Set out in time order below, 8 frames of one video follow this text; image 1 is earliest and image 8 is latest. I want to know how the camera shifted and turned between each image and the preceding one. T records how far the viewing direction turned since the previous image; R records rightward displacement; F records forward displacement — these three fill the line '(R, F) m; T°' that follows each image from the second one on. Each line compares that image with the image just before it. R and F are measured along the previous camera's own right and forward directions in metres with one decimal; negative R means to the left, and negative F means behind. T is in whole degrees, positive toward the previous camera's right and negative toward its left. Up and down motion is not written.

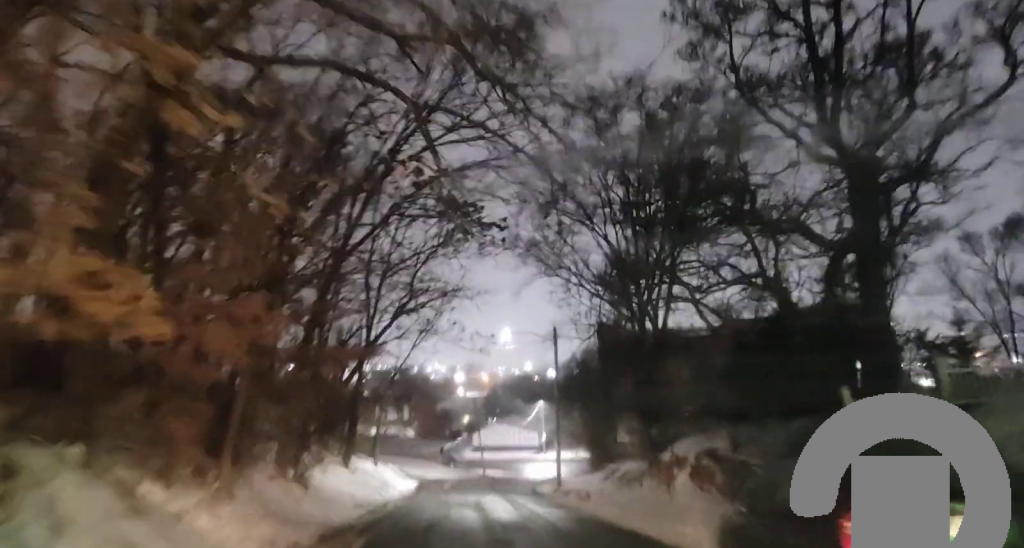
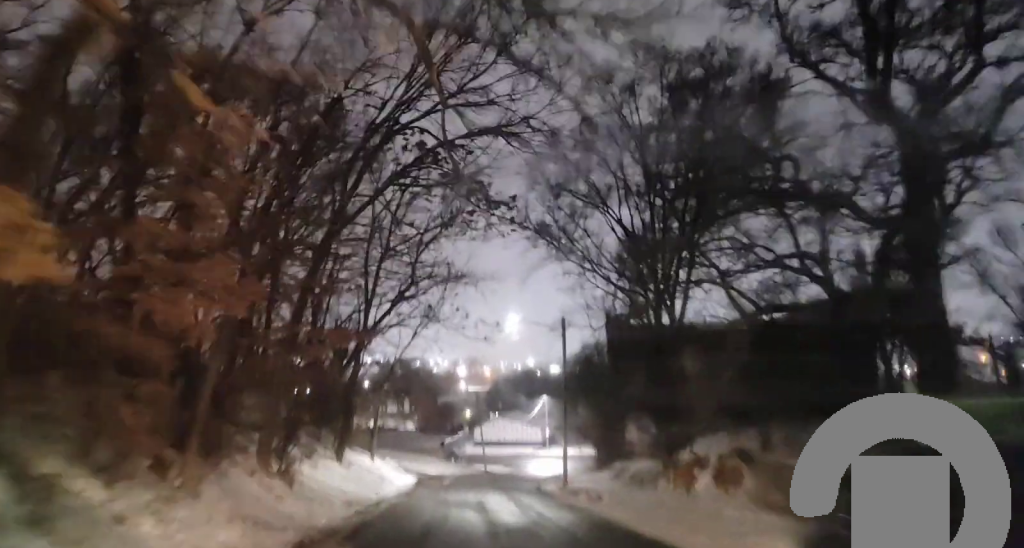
(0.0, +2.6) m; +1°
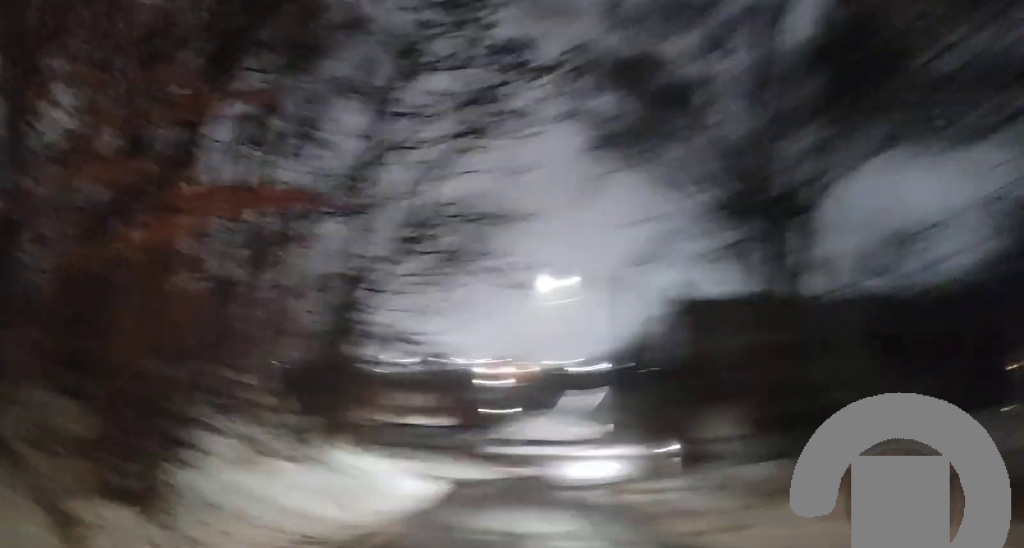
(+0.7, +11.5) m; +8°
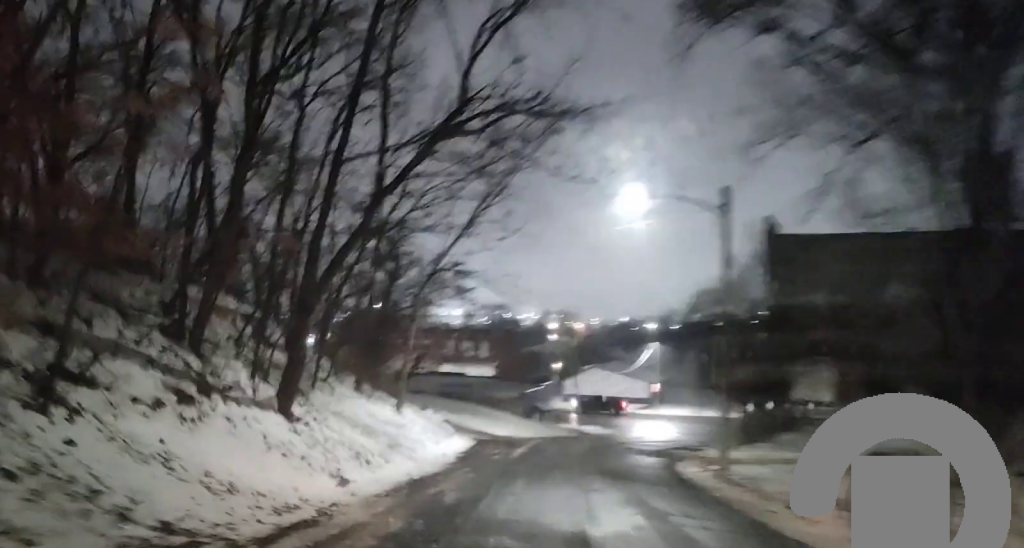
(+0.1, +5.9) m; -4°
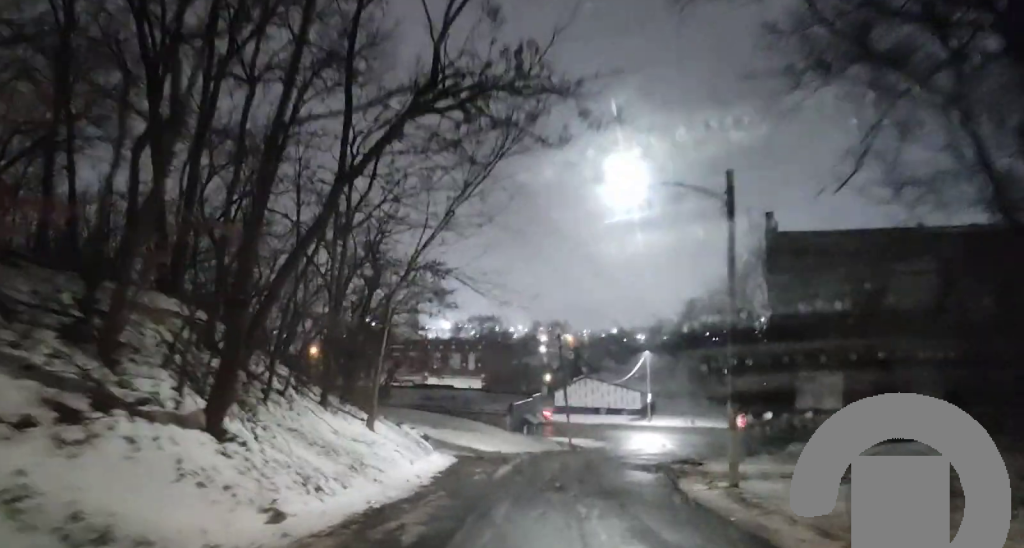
(-0.3, +3.1) m; -4°
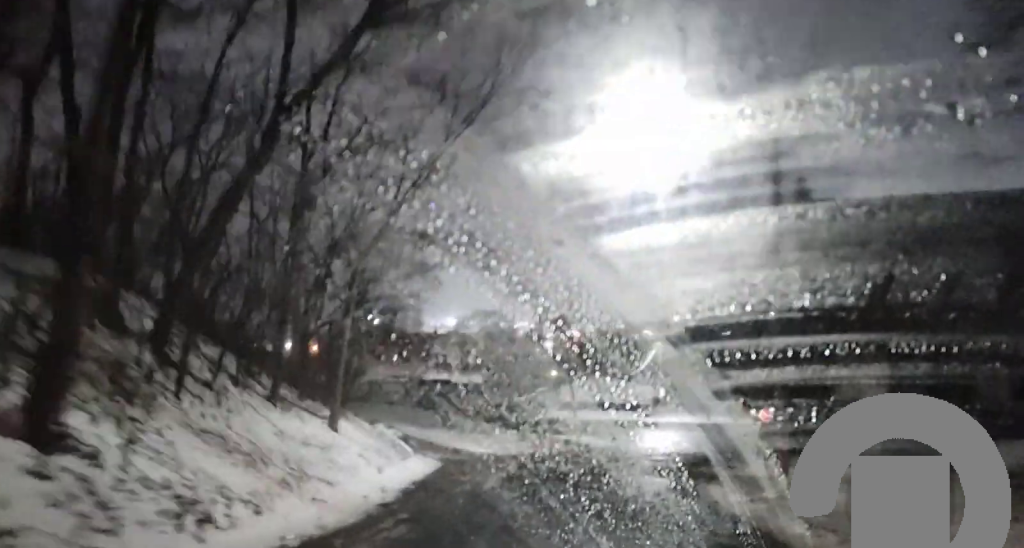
(-0.1, +4.4) m; 0°
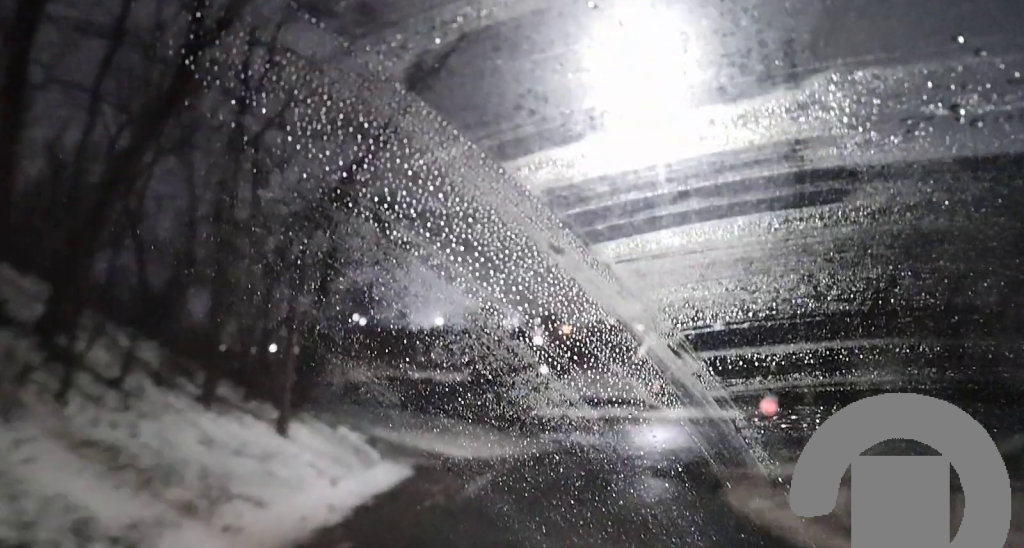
(0.0, +3.1) m; +1°
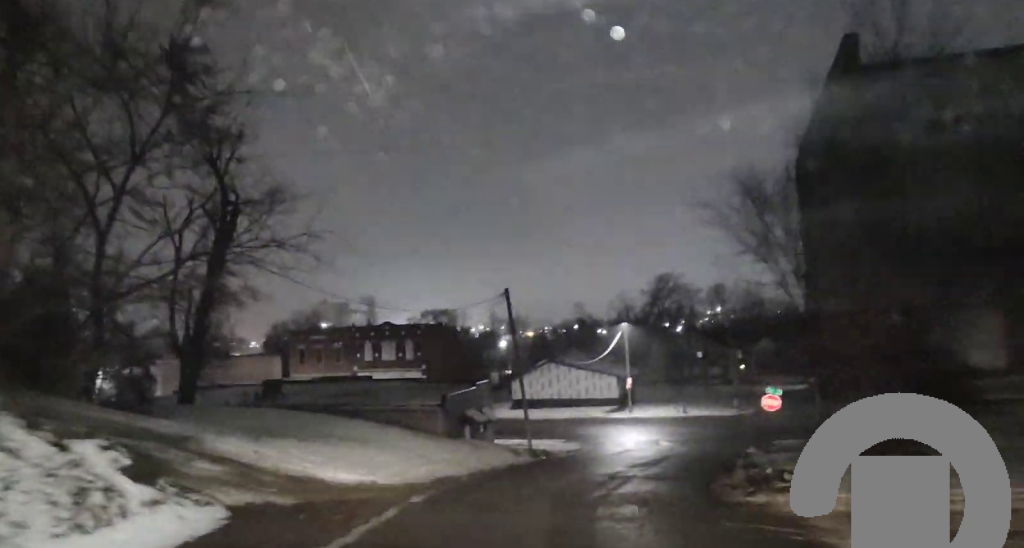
(0.0, +11.3) m; +2°
